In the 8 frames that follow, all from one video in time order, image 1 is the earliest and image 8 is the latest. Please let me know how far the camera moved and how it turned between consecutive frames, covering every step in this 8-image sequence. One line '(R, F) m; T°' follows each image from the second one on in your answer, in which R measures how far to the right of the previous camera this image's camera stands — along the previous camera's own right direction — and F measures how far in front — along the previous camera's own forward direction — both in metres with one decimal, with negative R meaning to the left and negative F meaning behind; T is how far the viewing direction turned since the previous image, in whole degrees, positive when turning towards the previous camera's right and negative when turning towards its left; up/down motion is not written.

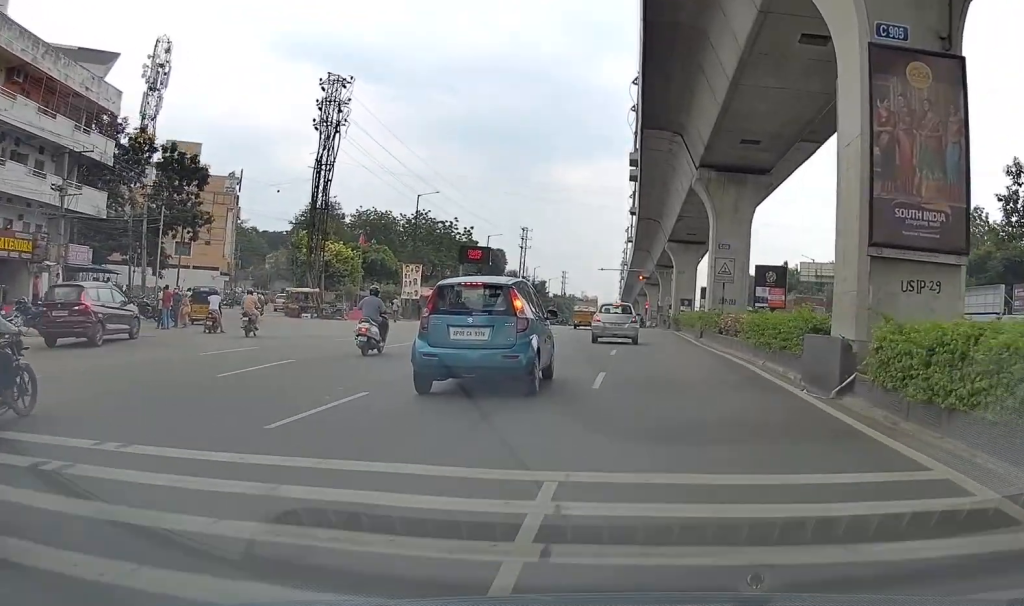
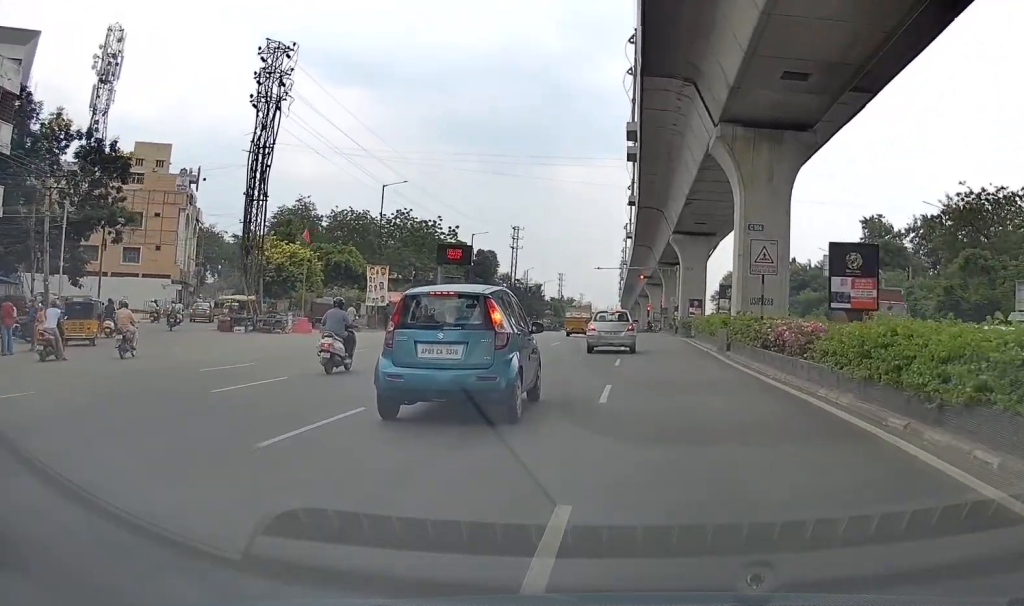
(0.0, +9.5) m; 0°
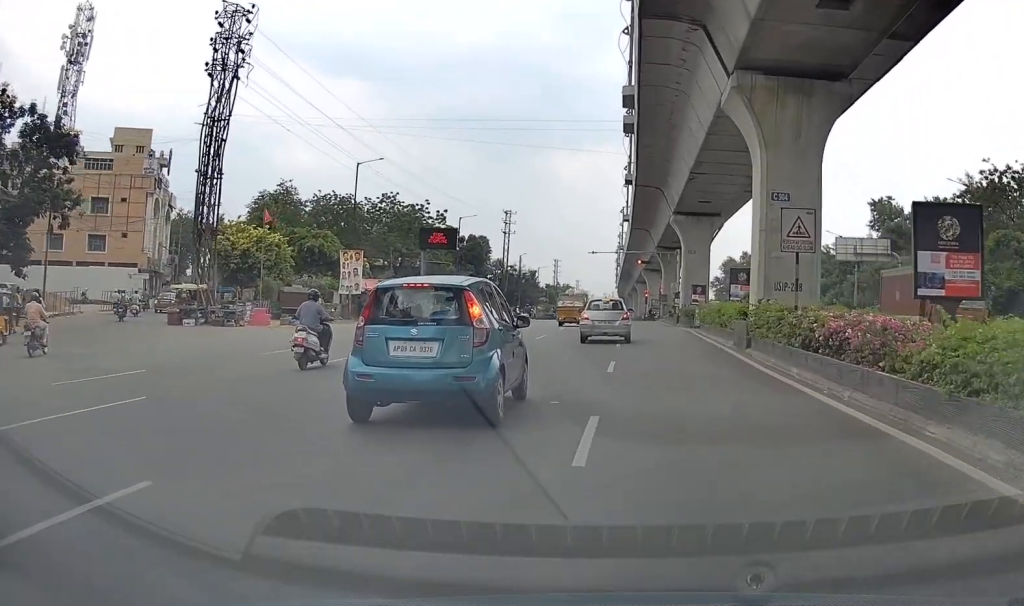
(+0.1, +5.0) m; 0°
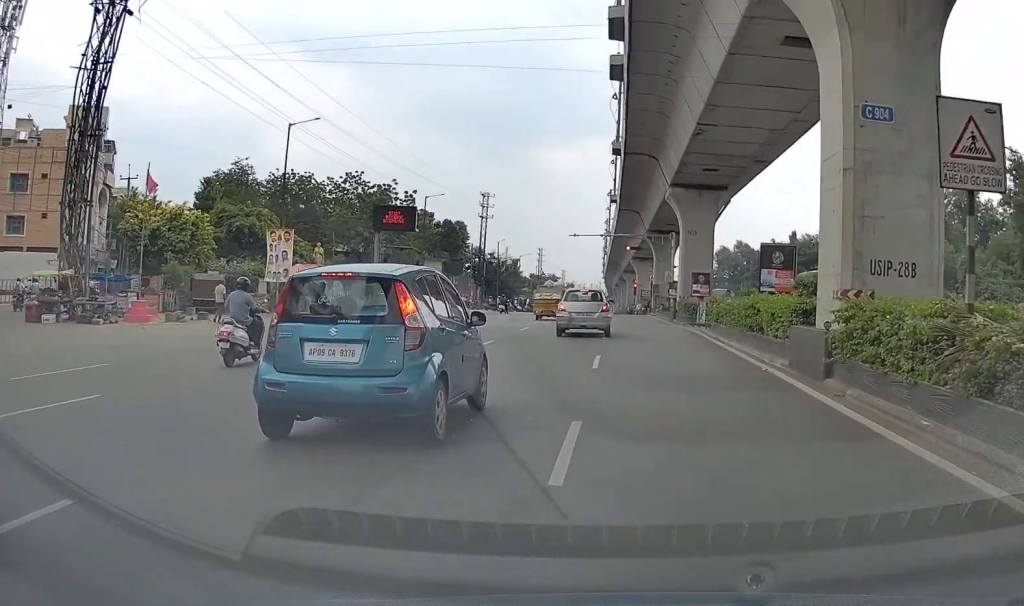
(0.0, +9.8) m; 0°
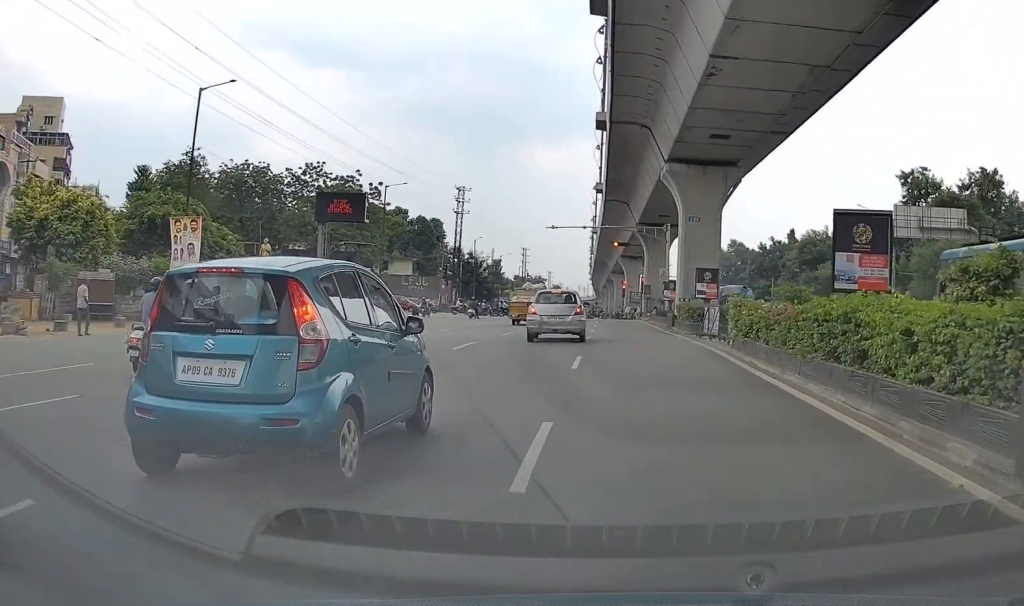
(-0.1, +9.0) m; +1°
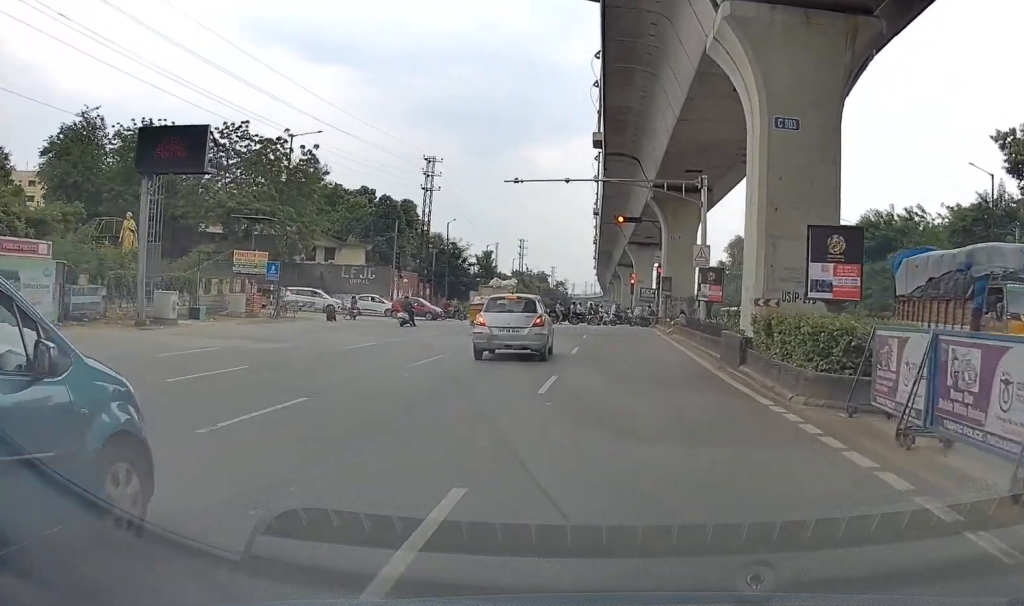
(+0.7, +20.2) m; +1°
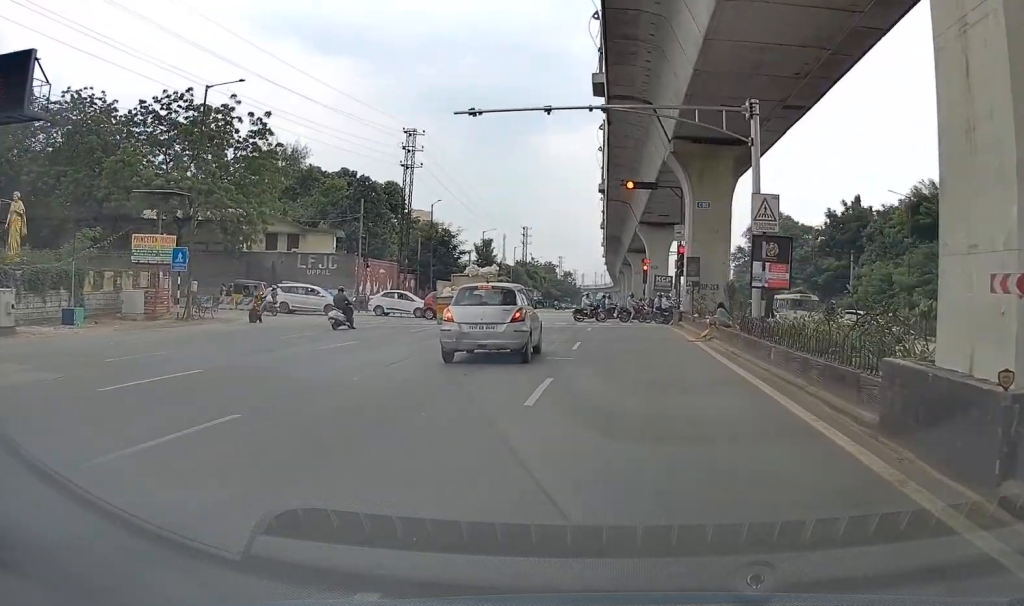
(-0.3, +10.7) m; -2°
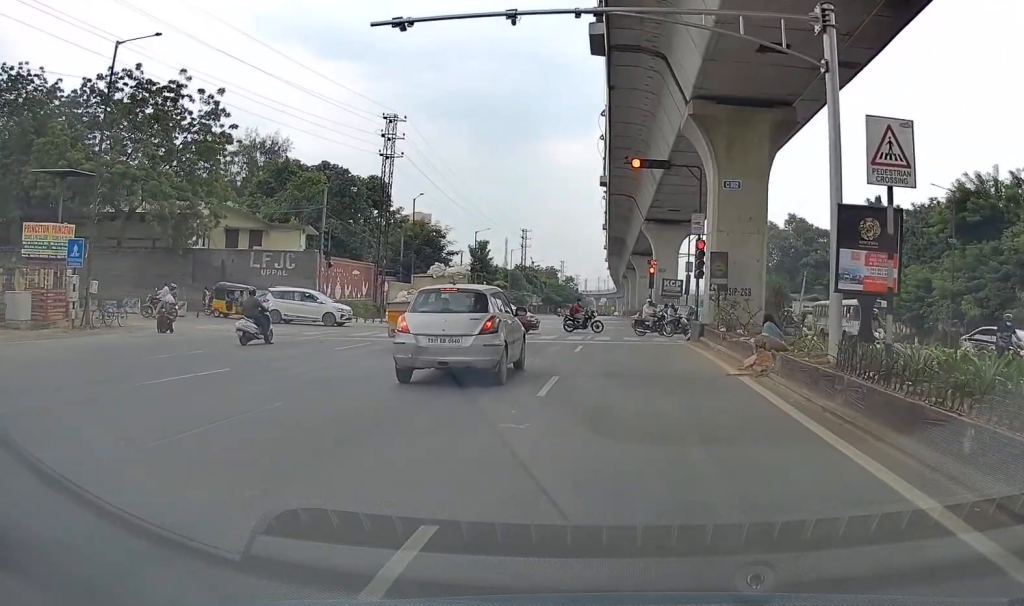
(-0.1, +7.4) m; -1°
